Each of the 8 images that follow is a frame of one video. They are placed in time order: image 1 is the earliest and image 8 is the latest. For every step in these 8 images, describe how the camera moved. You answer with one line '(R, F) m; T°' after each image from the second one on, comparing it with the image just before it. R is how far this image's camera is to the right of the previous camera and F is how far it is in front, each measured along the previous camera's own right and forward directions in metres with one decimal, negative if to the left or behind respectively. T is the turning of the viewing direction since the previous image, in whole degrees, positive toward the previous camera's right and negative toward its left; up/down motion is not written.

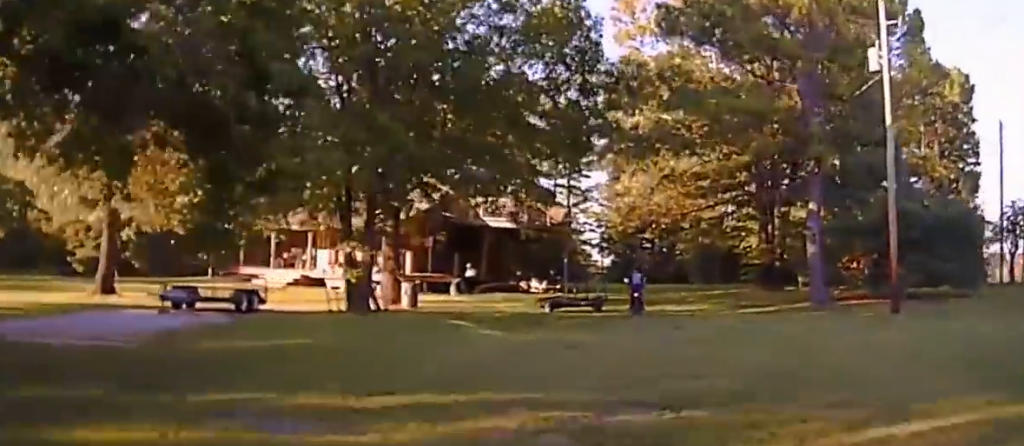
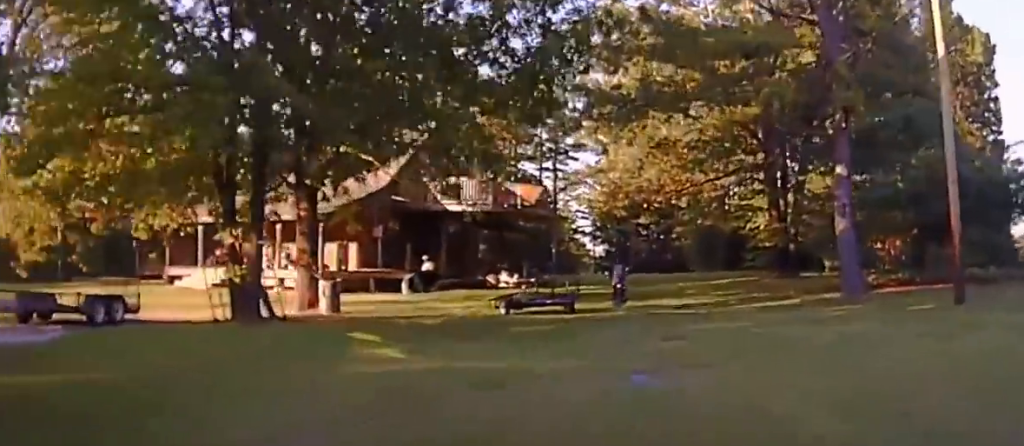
(-0.1, +7.6) m; -1°
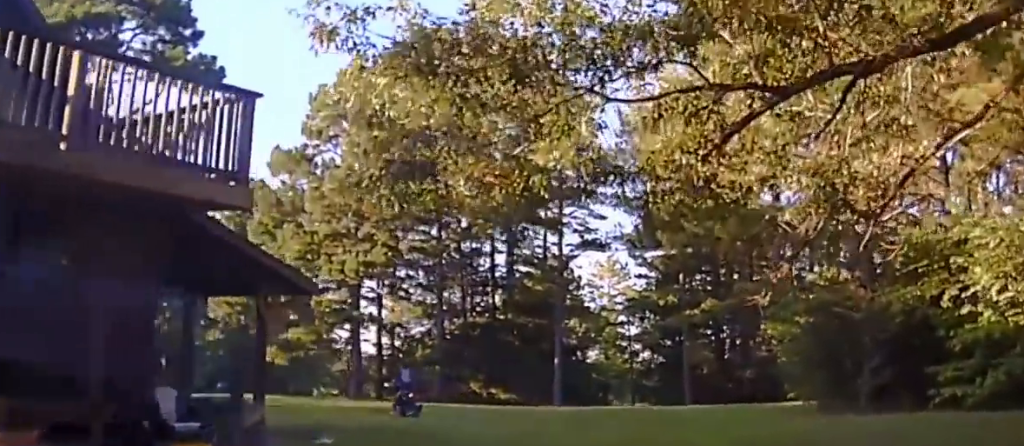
(-0.7, +37.7) m; -8°
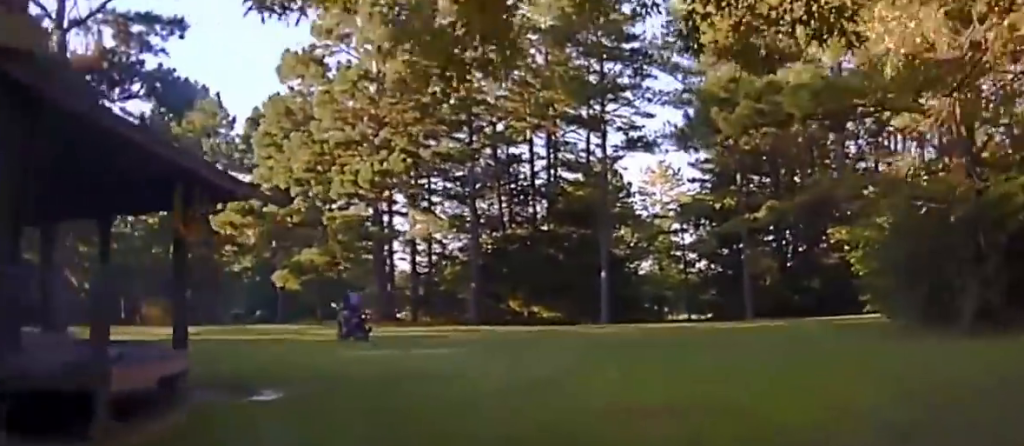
(-0.3, +4.9) m; -4°
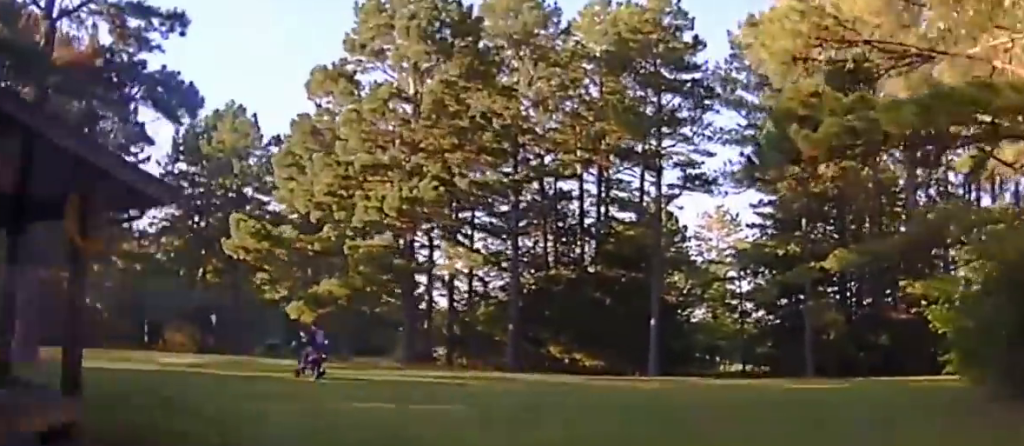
(-0.1, +2.9) m; -3°
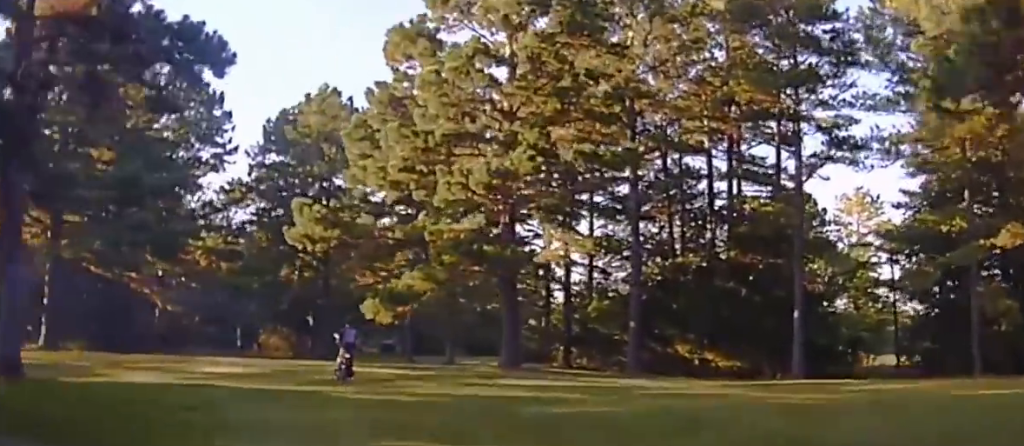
(0.0, +4.1) m; -4°
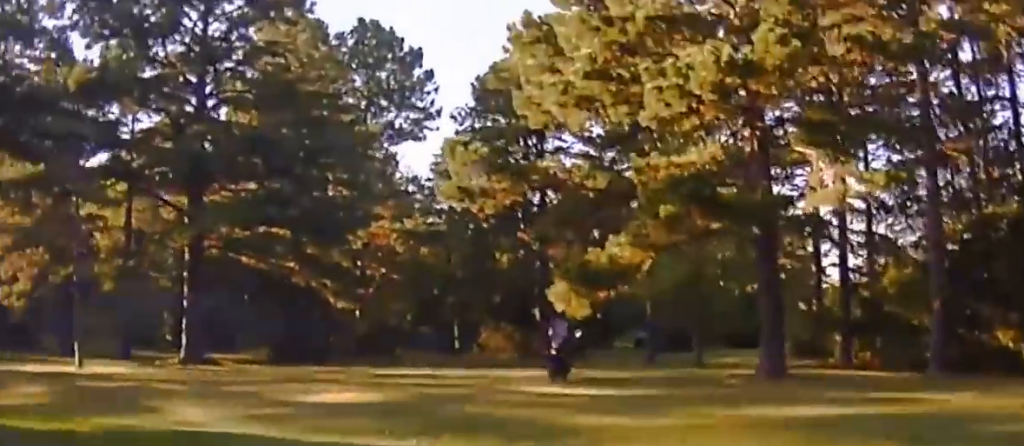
(-0.7, +7.0) m; -13°
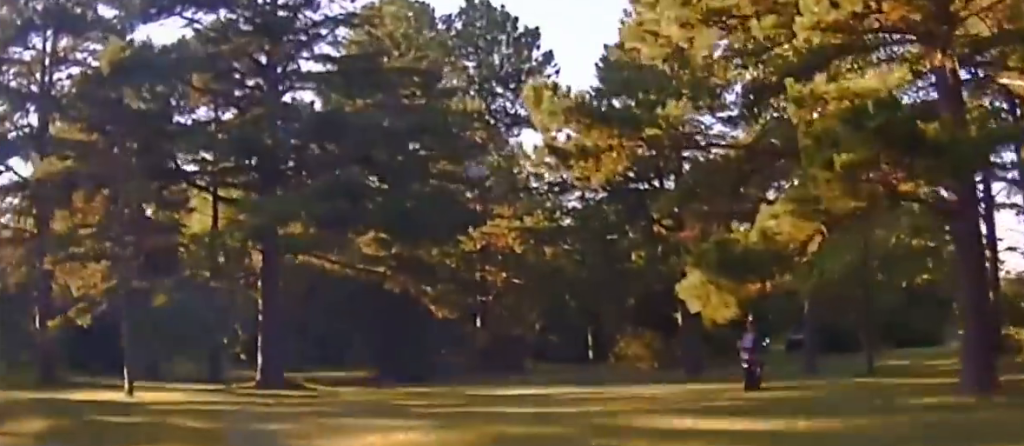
(-0.5, +5.1) m; -7°
